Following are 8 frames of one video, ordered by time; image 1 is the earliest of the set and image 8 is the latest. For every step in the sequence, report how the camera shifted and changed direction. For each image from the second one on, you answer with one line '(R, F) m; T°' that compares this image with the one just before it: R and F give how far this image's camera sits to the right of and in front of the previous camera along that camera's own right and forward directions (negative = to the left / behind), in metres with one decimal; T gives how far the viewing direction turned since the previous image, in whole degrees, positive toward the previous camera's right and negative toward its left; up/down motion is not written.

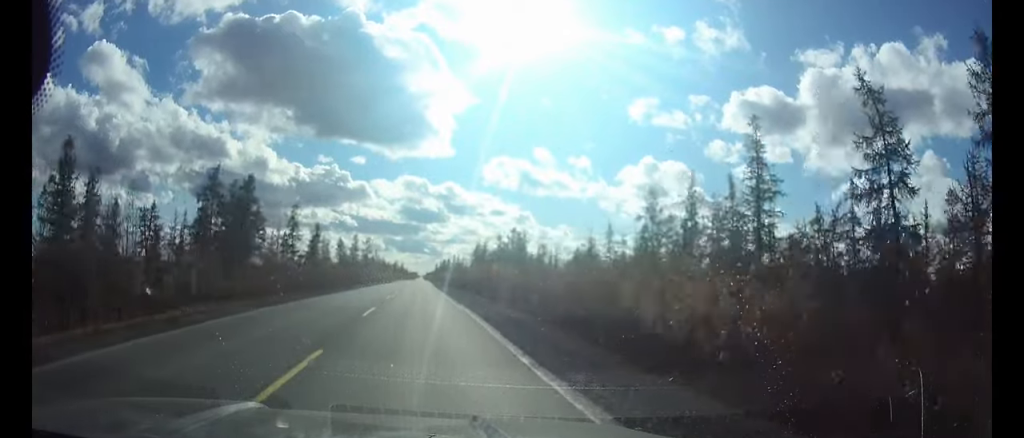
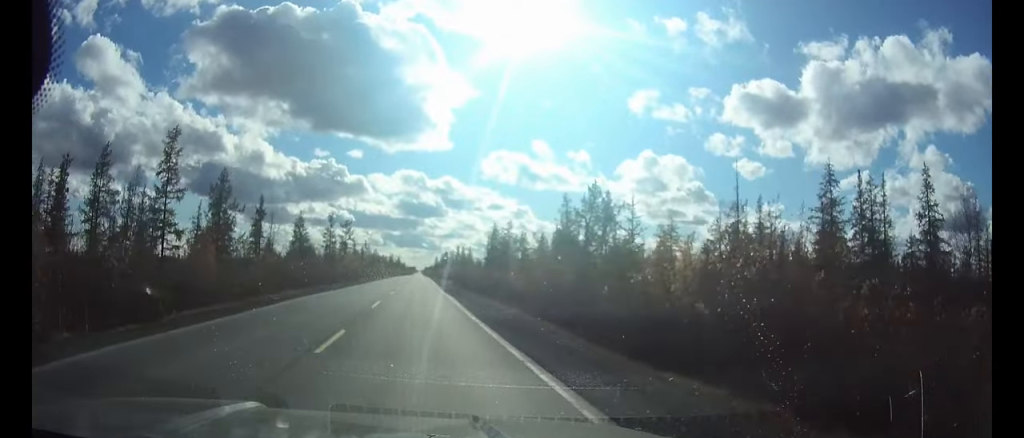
(0.0, +44.4) m; 0°
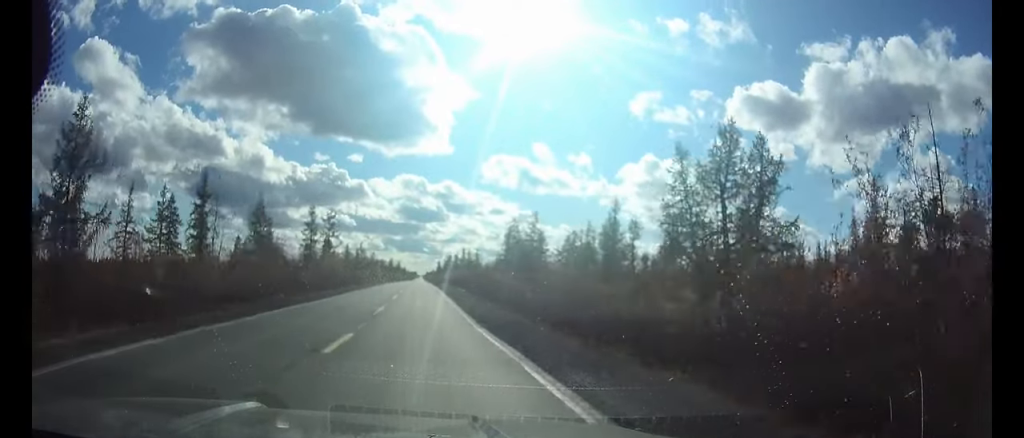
(0.0, +23.9) m; 0°
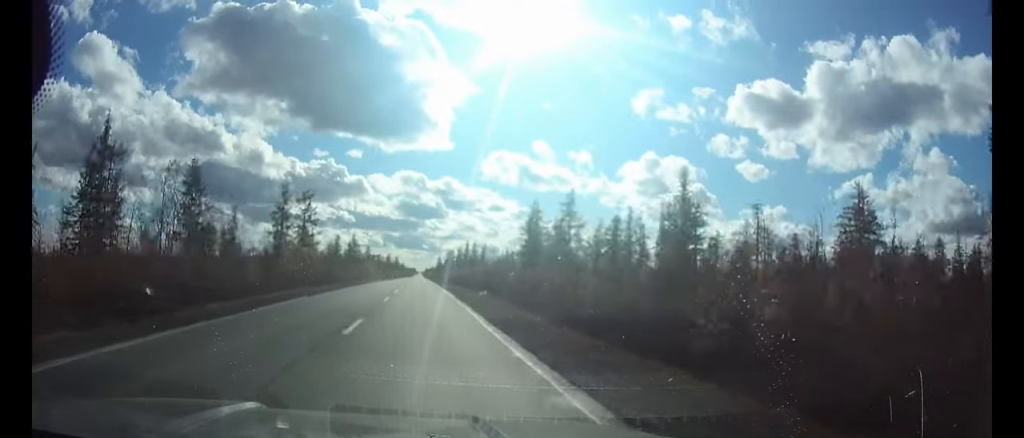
(0.0, +21.1) m; 0°
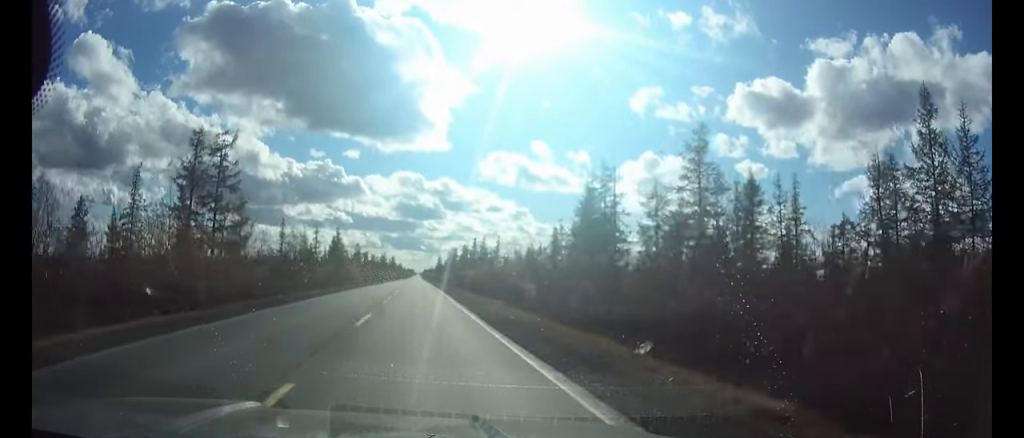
(0.0, +33.7) m; 0°
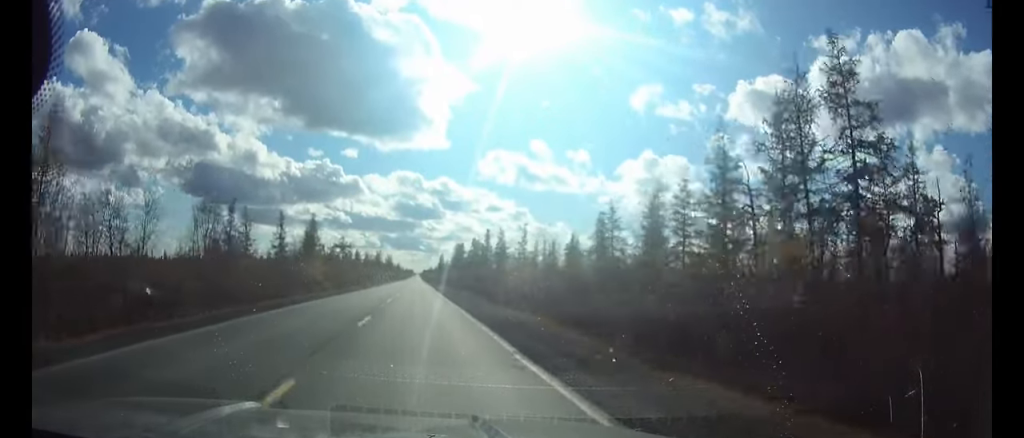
(0.0, +38.6) m; 0°
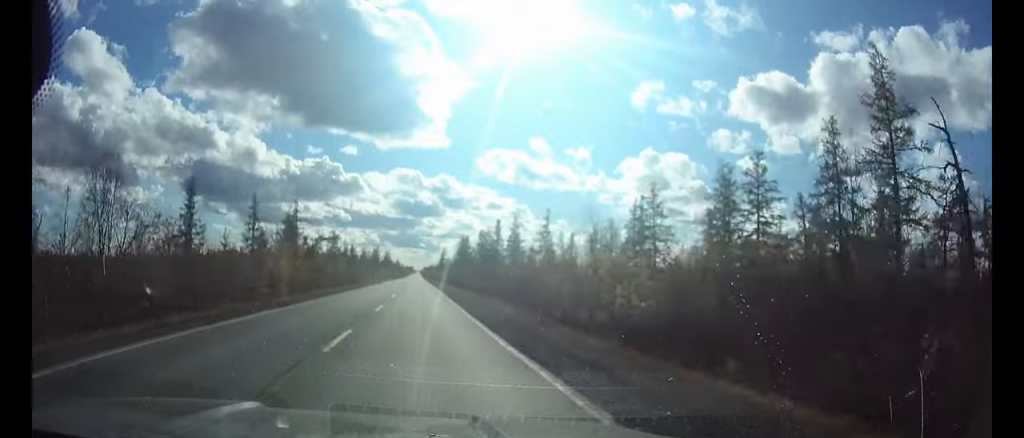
(0.0, +18.8) m; 0°
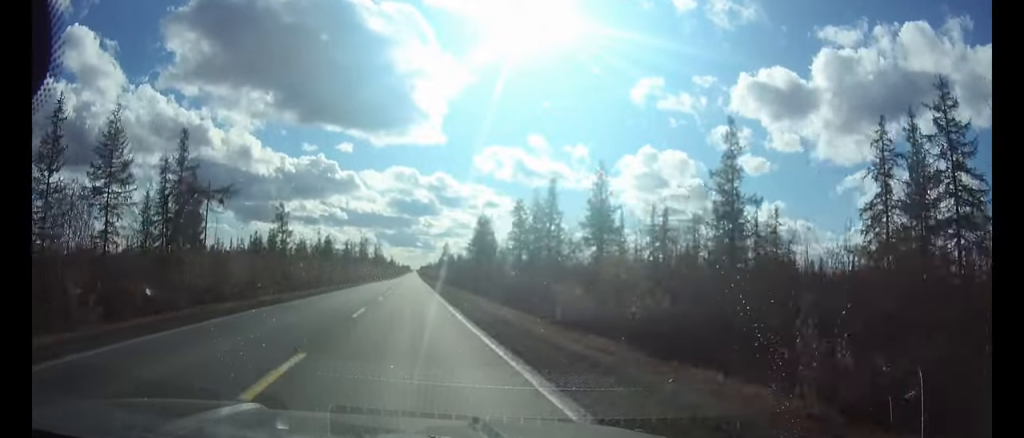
(+0.1, +56.8) m; 0°
